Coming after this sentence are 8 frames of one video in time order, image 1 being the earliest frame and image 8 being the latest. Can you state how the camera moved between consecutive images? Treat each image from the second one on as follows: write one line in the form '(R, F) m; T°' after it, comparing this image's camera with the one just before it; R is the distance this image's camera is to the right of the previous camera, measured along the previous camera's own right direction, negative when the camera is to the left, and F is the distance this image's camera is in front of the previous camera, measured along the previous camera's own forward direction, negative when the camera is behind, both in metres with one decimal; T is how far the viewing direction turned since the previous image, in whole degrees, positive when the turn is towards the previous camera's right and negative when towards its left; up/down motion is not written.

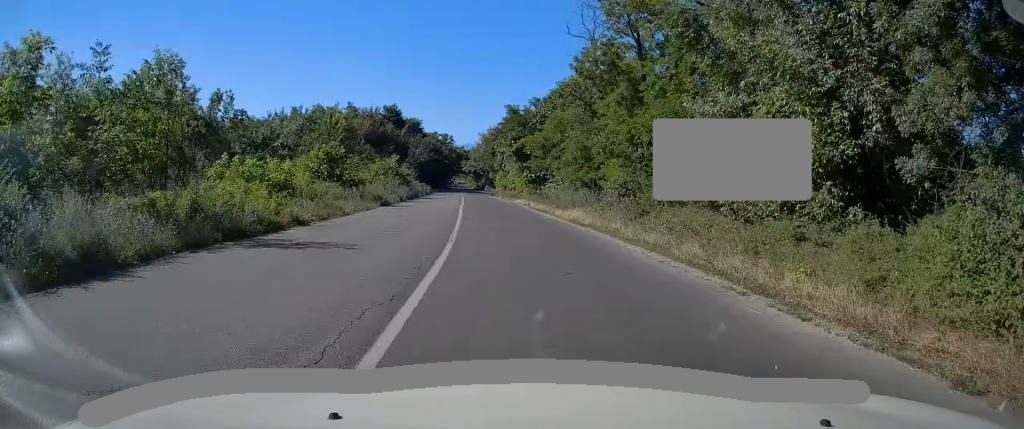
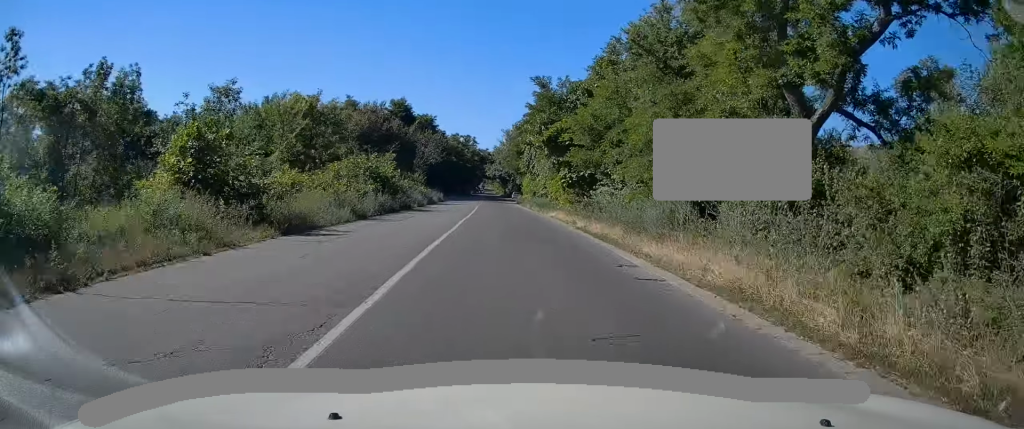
(-0.3, +15.3) m; -2°
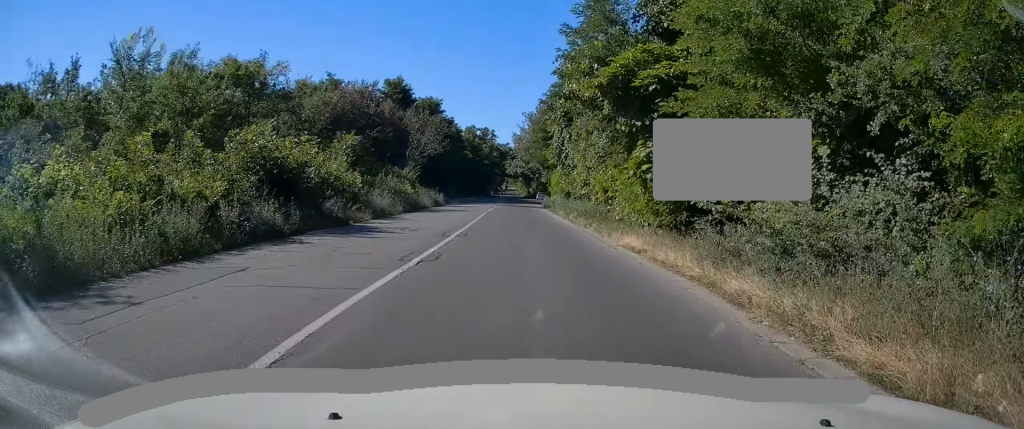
(-0.4, +17.2) m; -2°
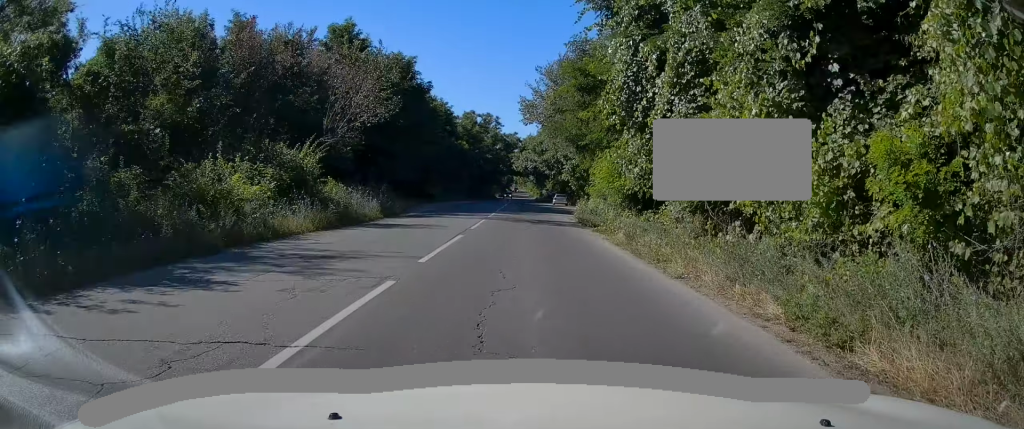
(-0.3, +24.8) m; -1°
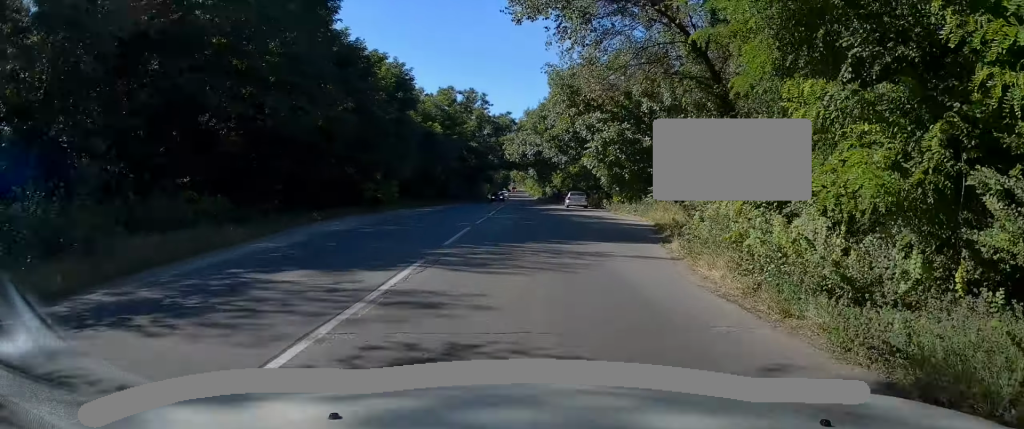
(-0.3, +23.4) m; -1°
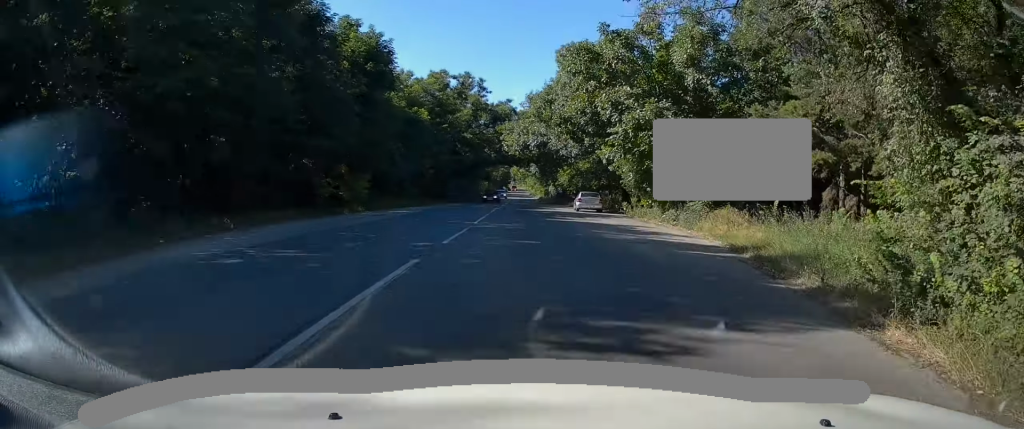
(0.0, +9.0) m; 0°
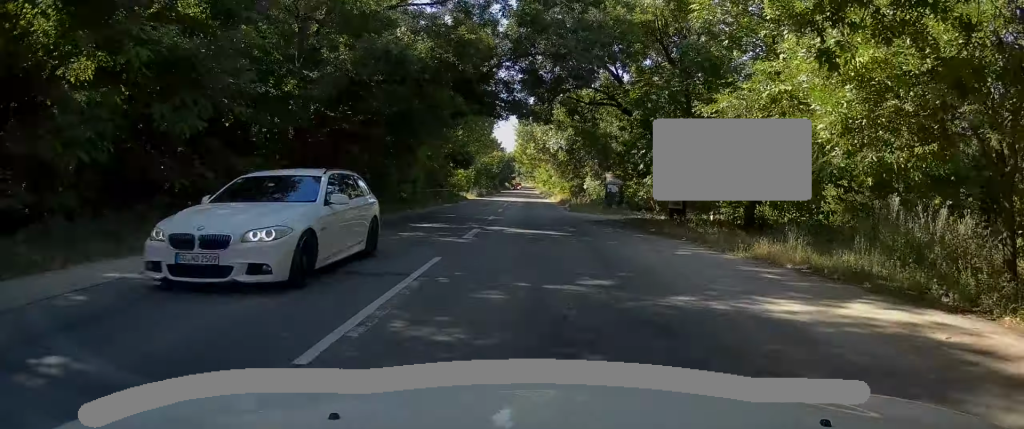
(+0.1, +44.1) m; +1°
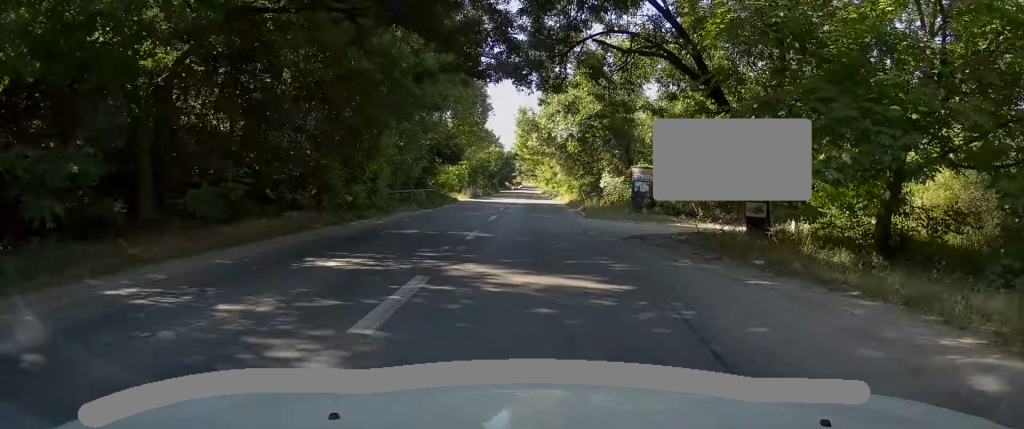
(0.0, +8.9) m; 0°
